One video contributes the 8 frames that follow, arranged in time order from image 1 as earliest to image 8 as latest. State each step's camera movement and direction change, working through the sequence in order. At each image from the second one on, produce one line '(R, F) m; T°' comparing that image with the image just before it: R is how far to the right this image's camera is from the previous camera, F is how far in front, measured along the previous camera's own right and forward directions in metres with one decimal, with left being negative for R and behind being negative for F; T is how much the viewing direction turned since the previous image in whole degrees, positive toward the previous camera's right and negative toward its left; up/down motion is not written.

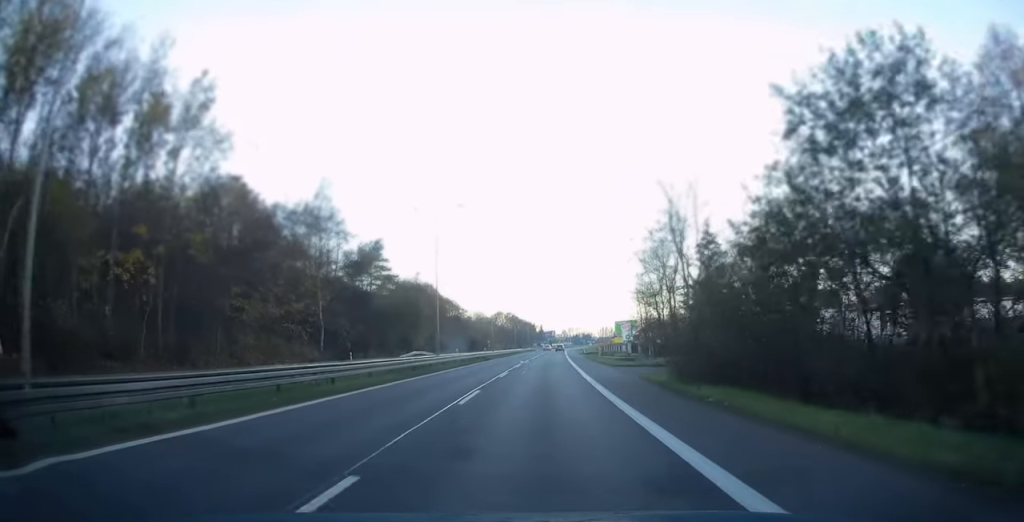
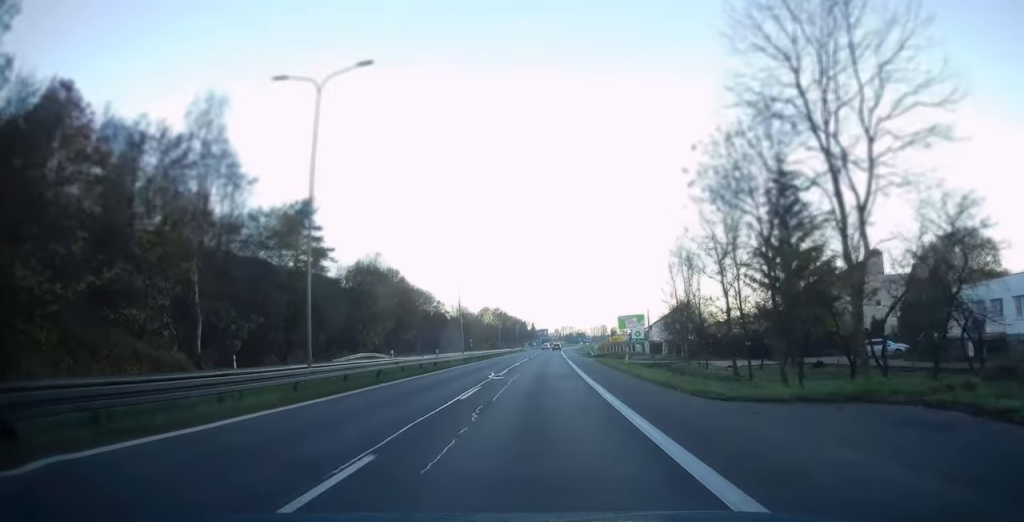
(+0.1, +23.0) m; +1°
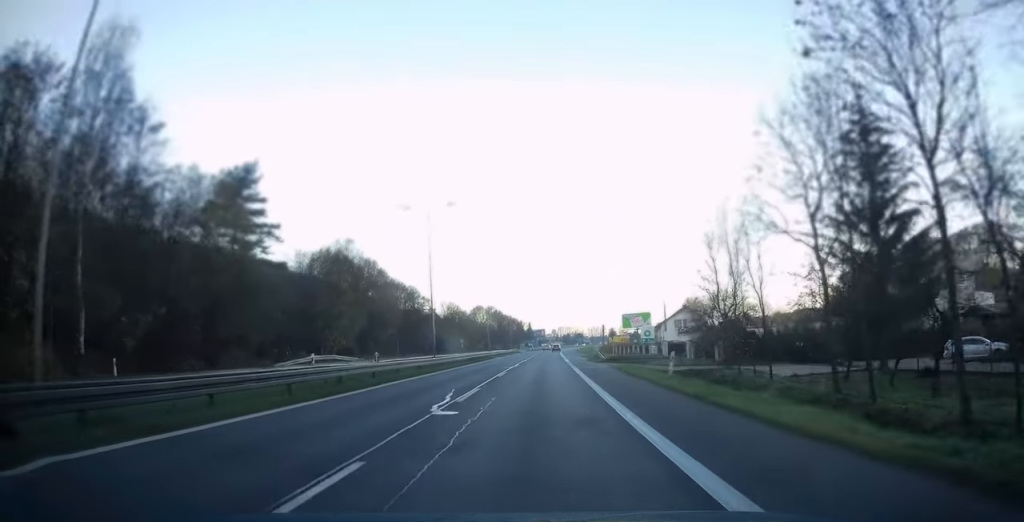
(+0.2, +12.5) m; +1°
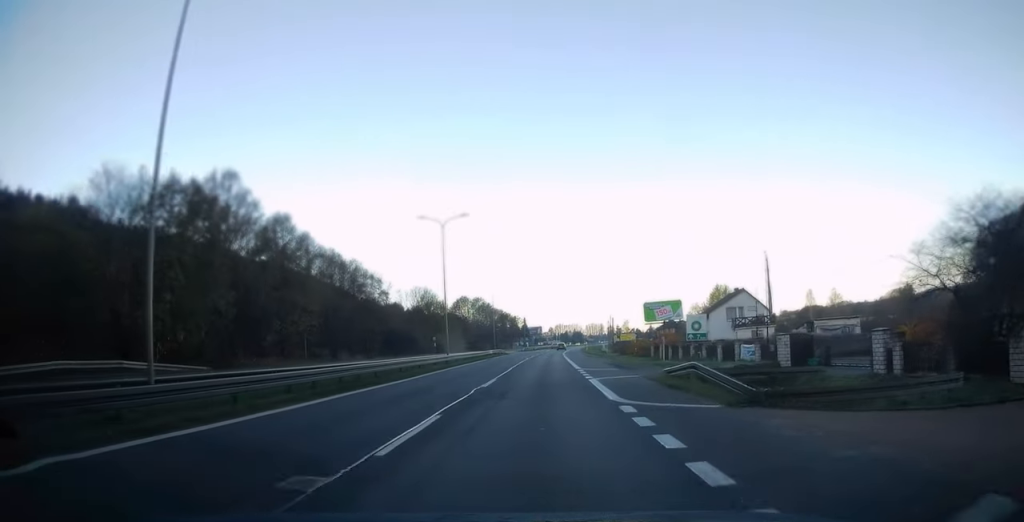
(+0.2, +31.5) m; 0°
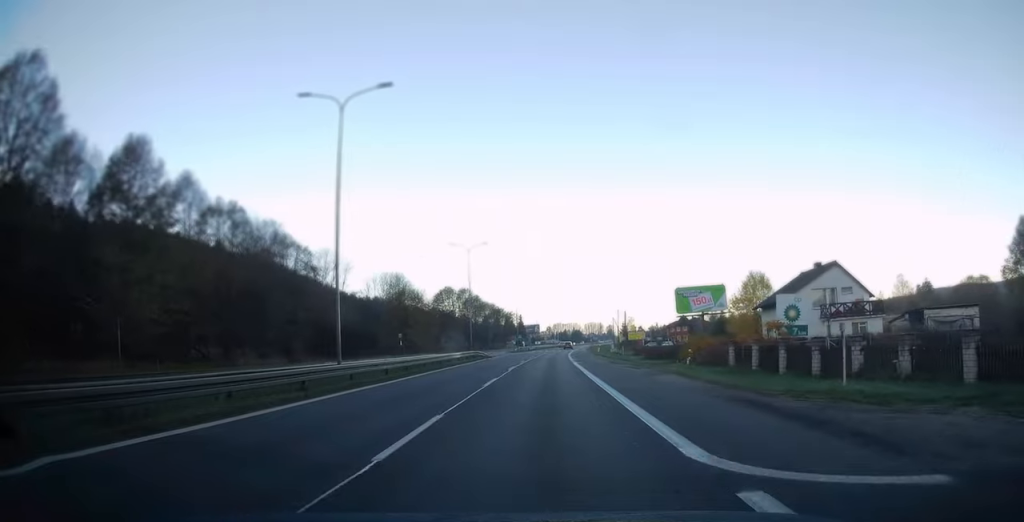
(0.0, +24.6) m; 0°
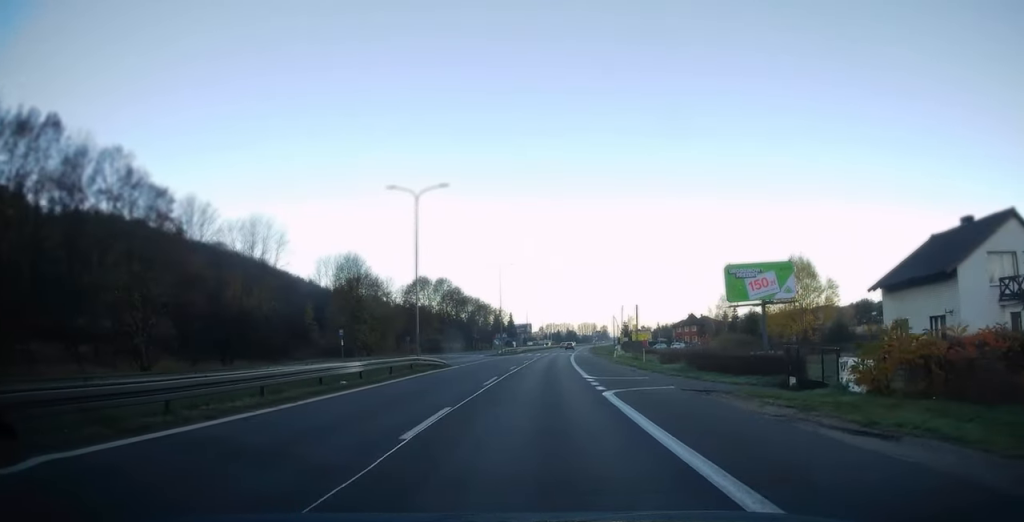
(+0.1, +22.4) m; +1°
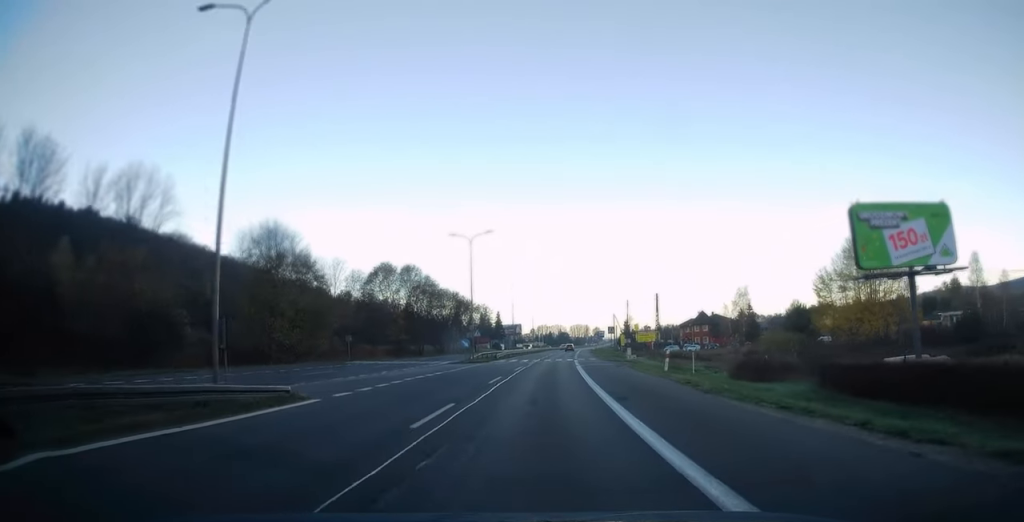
(+0.1, +22.7) m; 0°
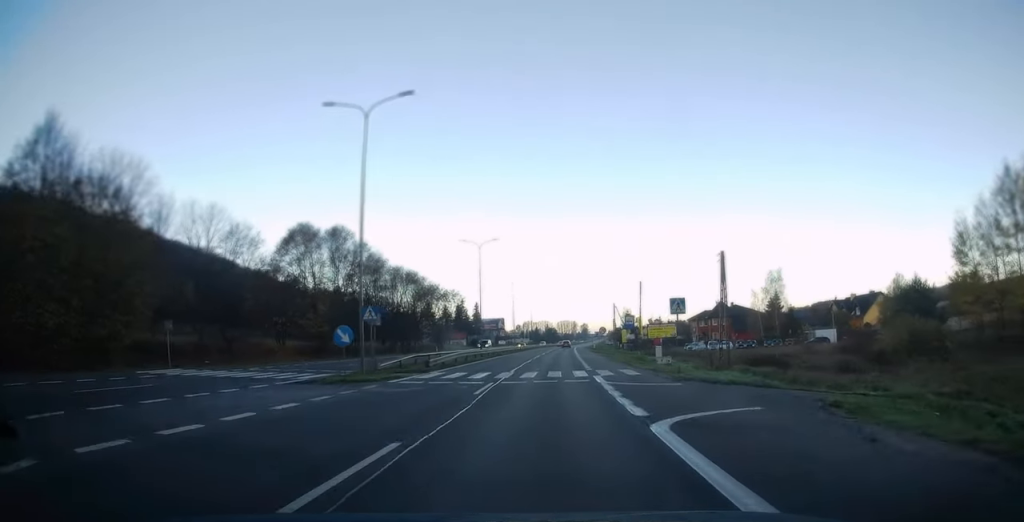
(+0.1, +30.0) m; +2°
